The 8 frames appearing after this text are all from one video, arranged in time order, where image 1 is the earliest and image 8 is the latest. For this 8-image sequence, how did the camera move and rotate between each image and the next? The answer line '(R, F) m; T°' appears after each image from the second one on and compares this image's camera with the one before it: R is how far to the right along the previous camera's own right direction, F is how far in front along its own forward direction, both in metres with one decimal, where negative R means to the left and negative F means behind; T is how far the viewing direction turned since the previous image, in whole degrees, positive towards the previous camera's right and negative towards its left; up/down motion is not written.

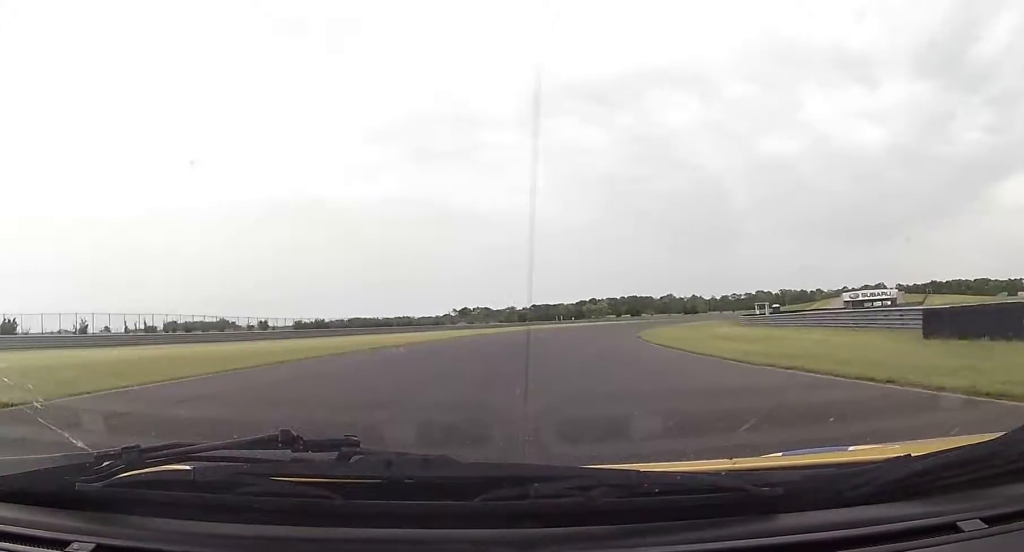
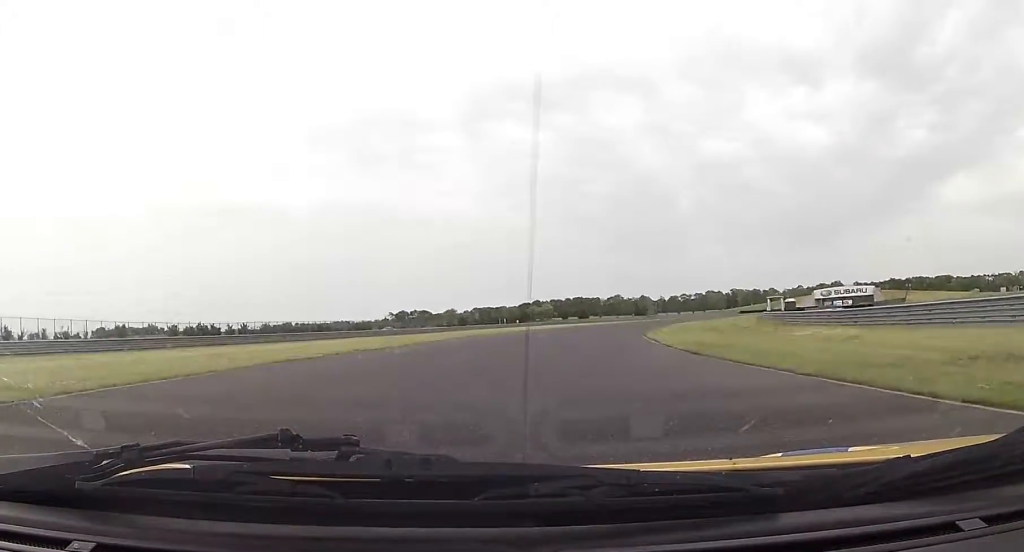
(+0.7, +26.5) m; +4°
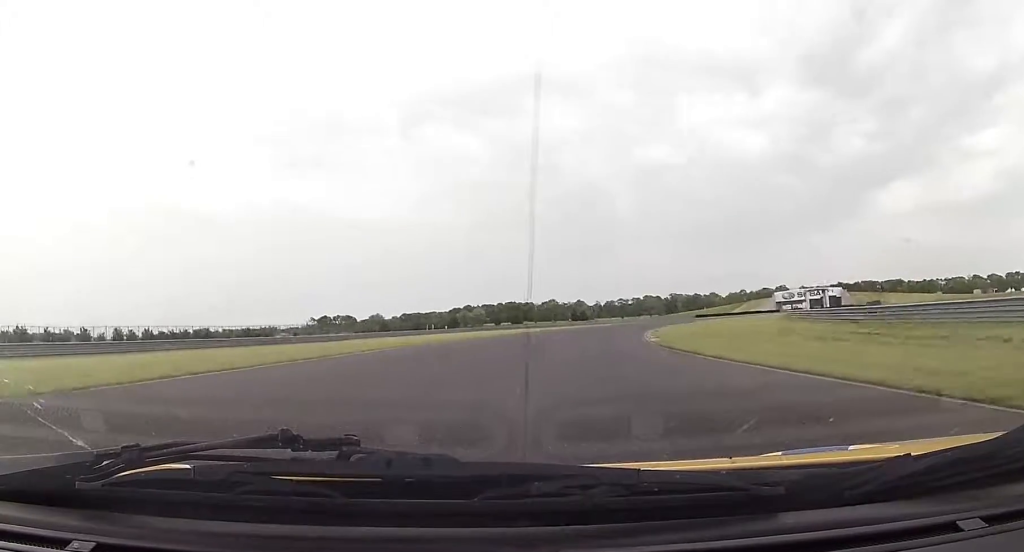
(+0.9, +27.0) m; +5°
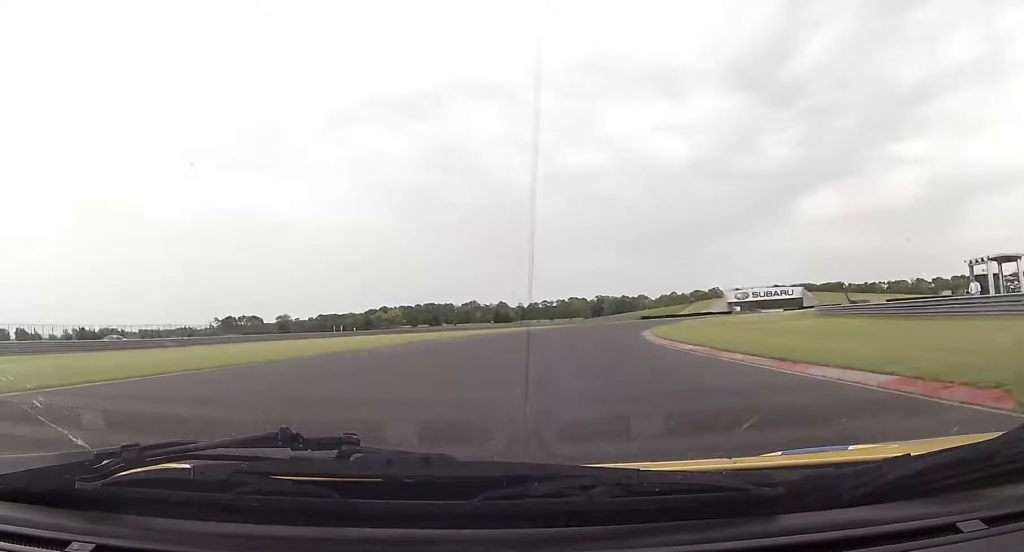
(+2.0, +30.0) m; +7°
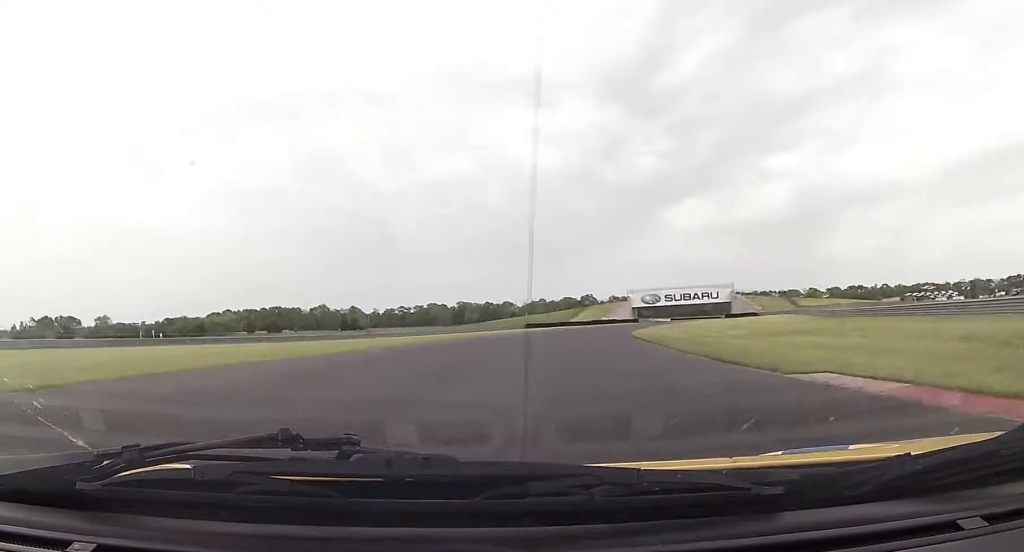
(+5.0, +51.1) m; +13°
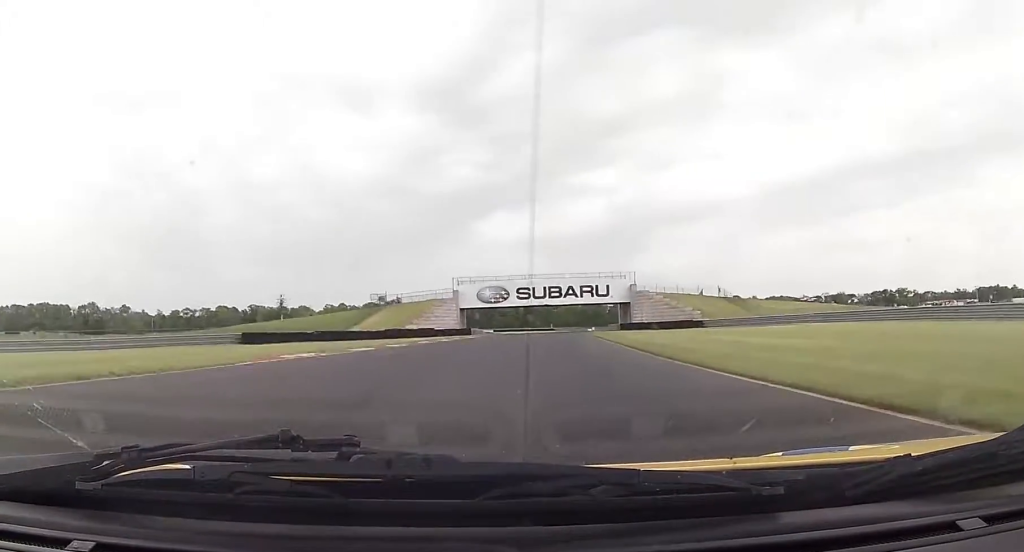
(+10.6, +71.4) m; +13°
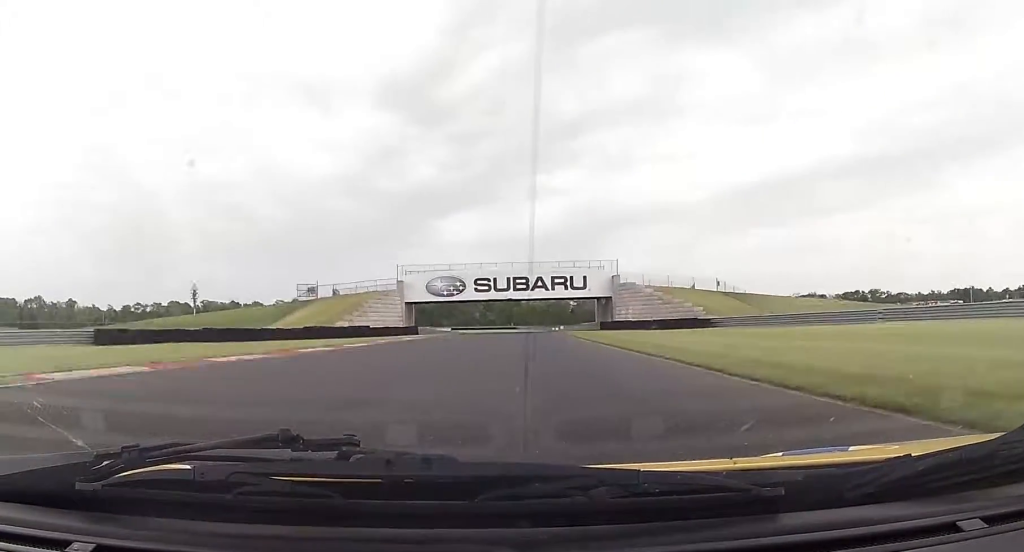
(+0.4, +17.8) m; +2°
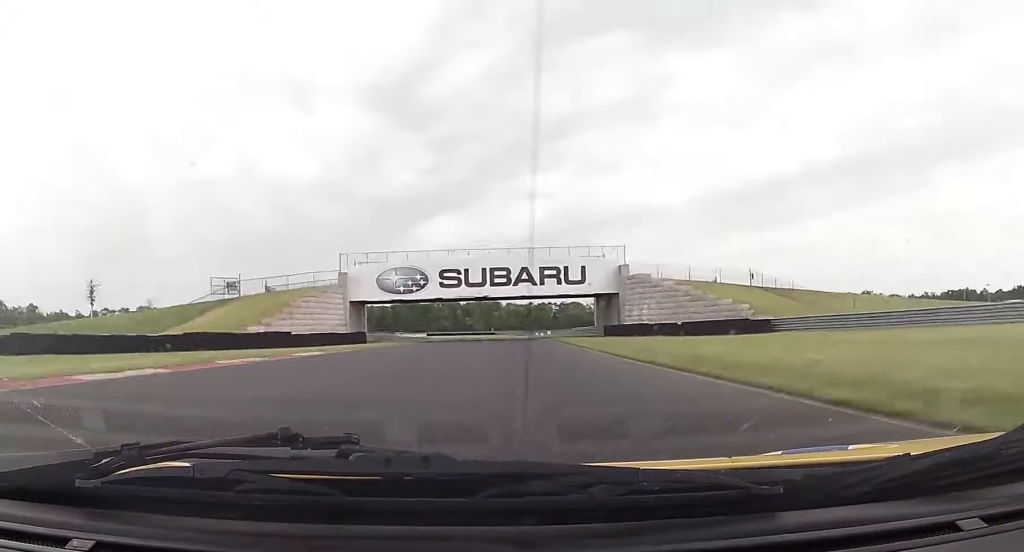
(+0.3, +19.4) m; +1°
